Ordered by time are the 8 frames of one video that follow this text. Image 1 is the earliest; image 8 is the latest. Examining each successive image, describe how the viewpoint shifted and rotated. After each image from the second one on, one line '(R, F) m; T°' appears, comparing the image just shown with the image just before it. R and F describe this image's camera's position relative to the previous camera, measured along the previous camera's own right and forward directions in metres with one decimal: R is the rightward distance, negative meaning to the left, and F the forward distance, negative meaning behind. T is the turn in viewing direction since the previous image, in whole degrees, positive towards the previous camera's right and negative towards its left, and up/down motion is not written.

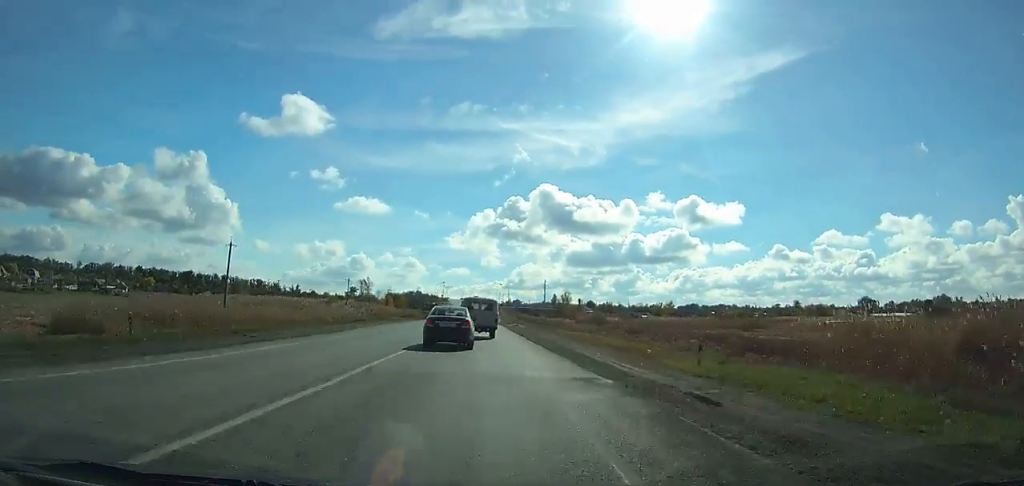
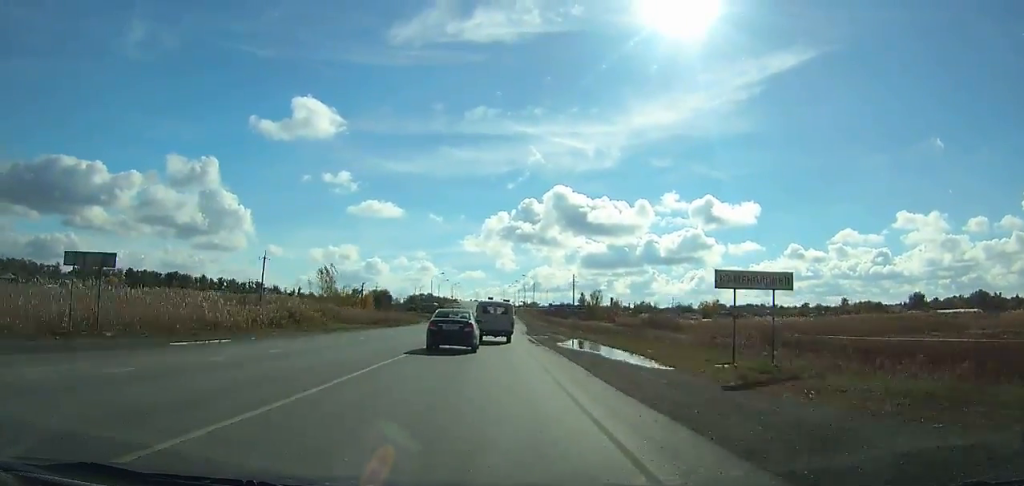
(-1.1, +53.5) m; -1°
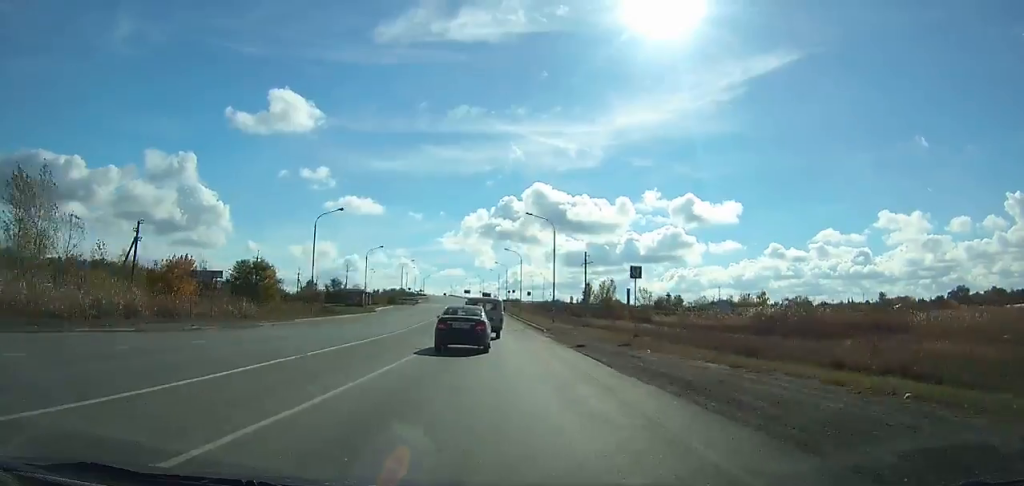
(-0.1, +80.0) m; 0°
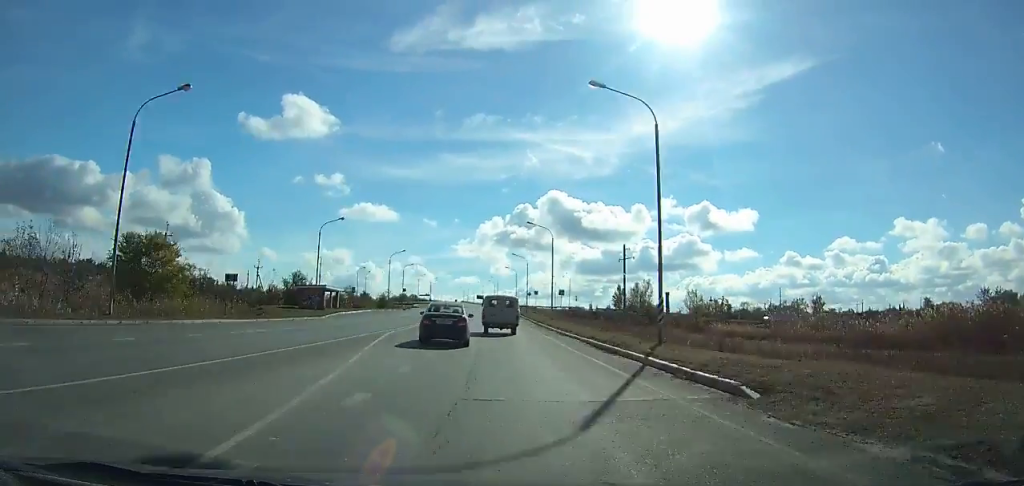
(0.0, +35.1) m; -1°
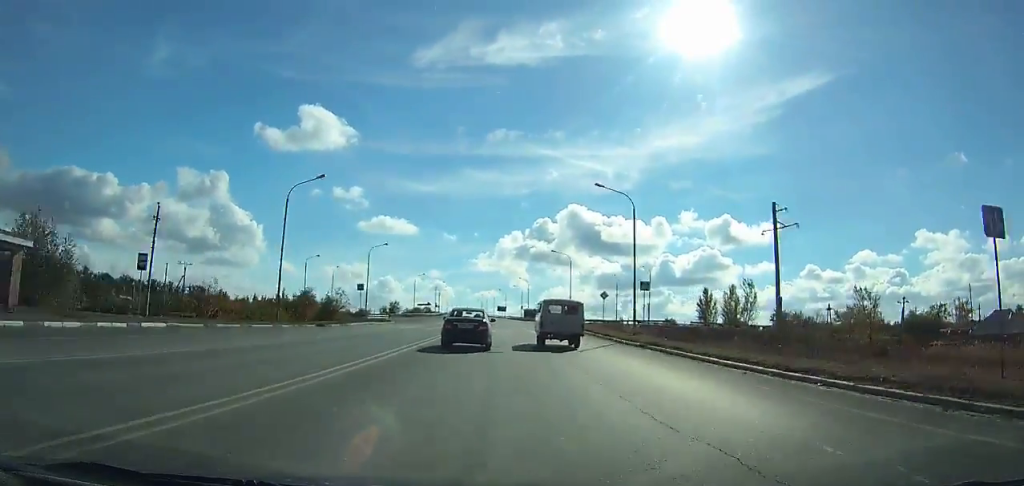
(-1.2, +61.3) m; -1°
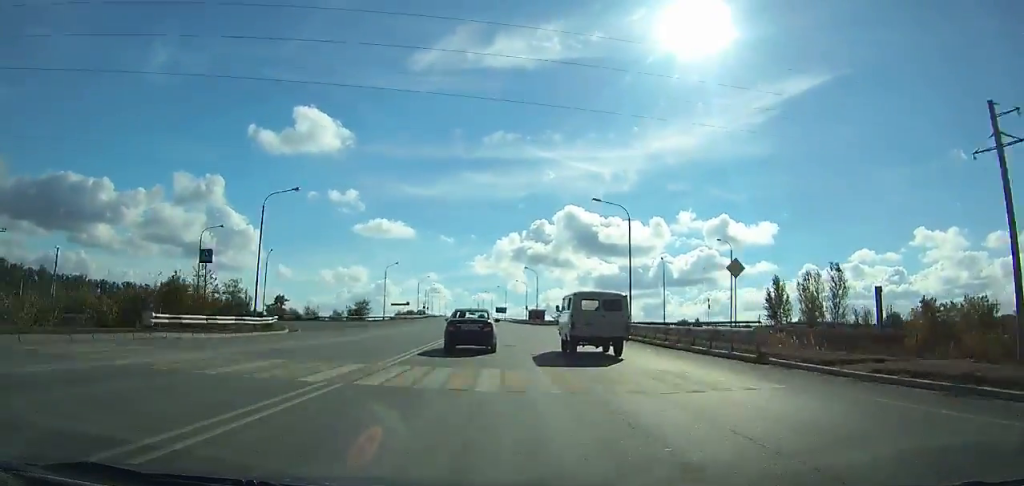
(+0.1, +34.0) m; 0°
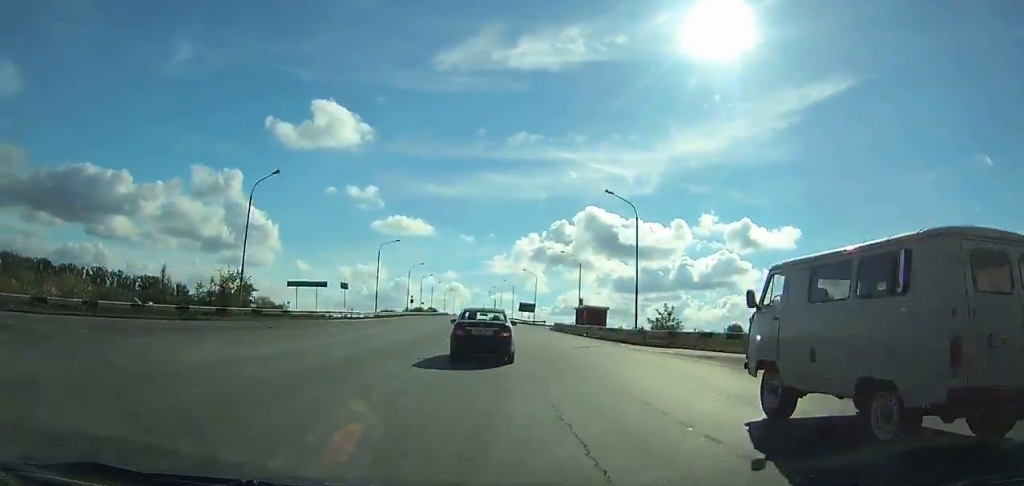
(-0.2, +61.7) m; -1°
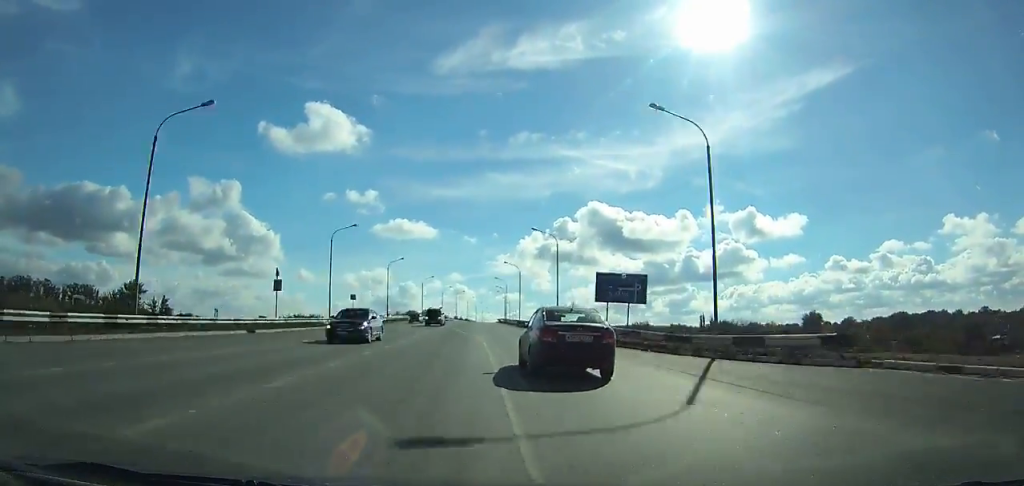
(-1.2, +84.0) m; -1°
